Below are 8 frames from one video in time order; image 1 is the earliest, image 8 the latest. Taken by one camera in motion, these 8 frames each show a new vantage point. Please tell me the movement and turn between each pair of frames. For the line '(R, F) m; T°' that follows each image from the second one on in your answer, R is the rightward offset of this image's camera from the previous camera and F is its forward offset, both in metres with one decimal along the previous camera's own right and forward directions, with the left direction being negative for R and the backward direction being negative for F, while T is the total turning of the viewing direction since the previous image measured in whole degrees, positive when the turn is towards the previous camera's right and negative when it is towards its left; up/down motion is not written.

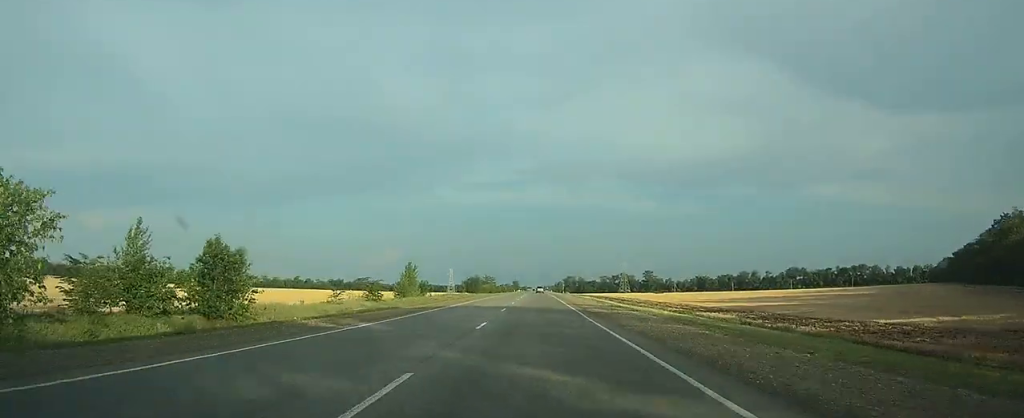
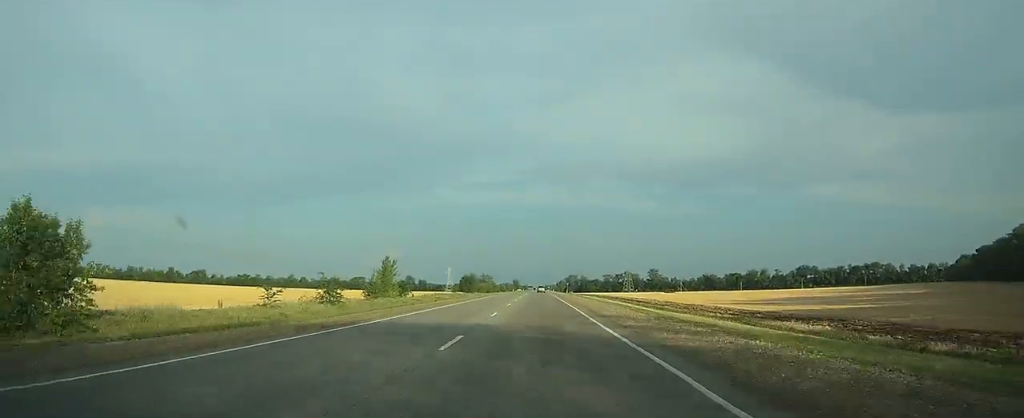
(0.0, +17.8) m; 0°
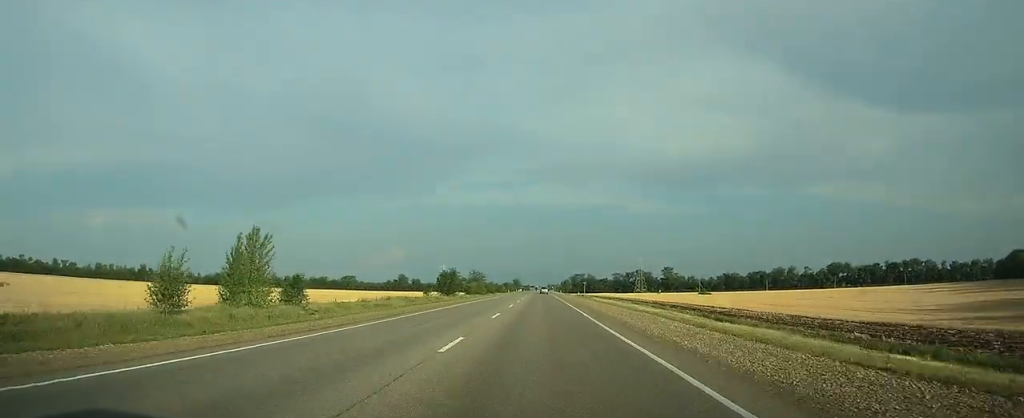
(0.0, +46.5) m; 0°
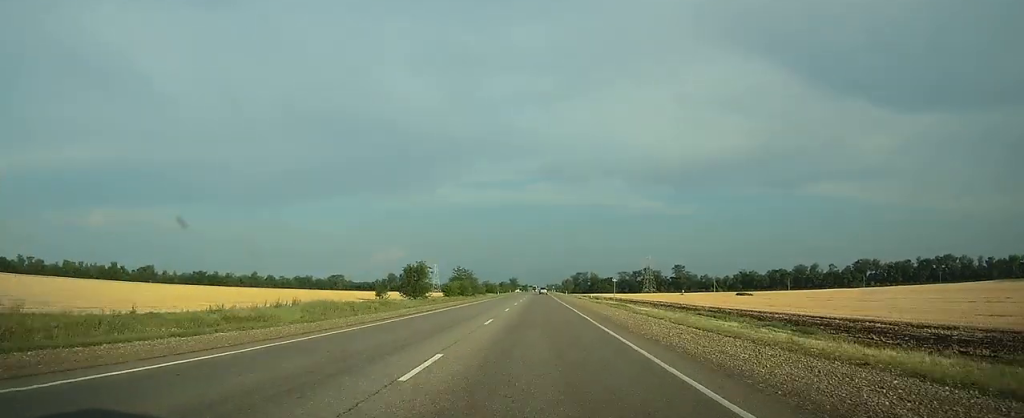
(0.0, +36.5) m; 0°
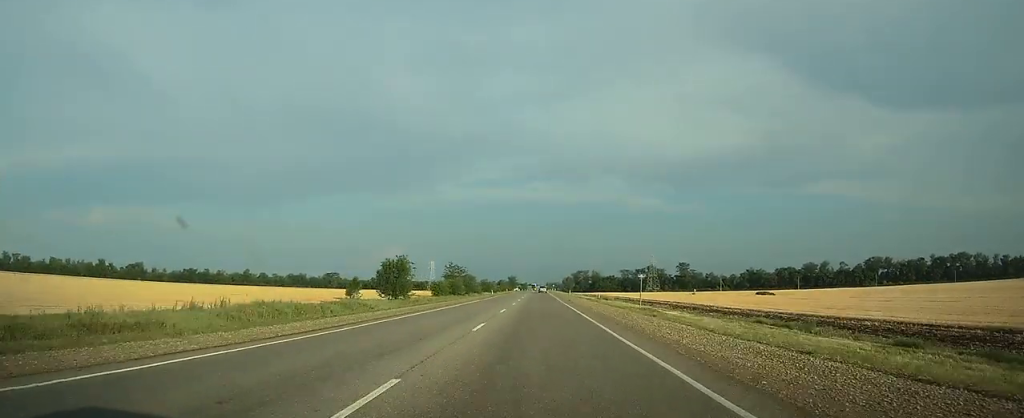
(0.0, +13.4) m; 0°
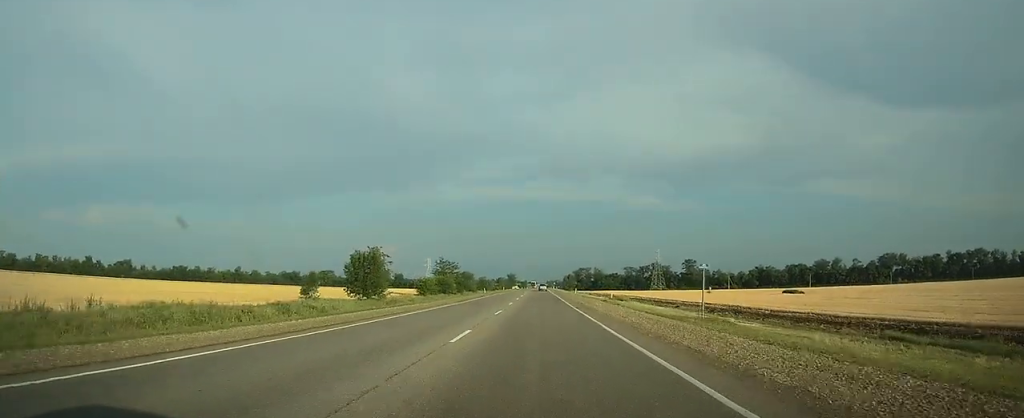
(0.0, +14.2) m; 0°
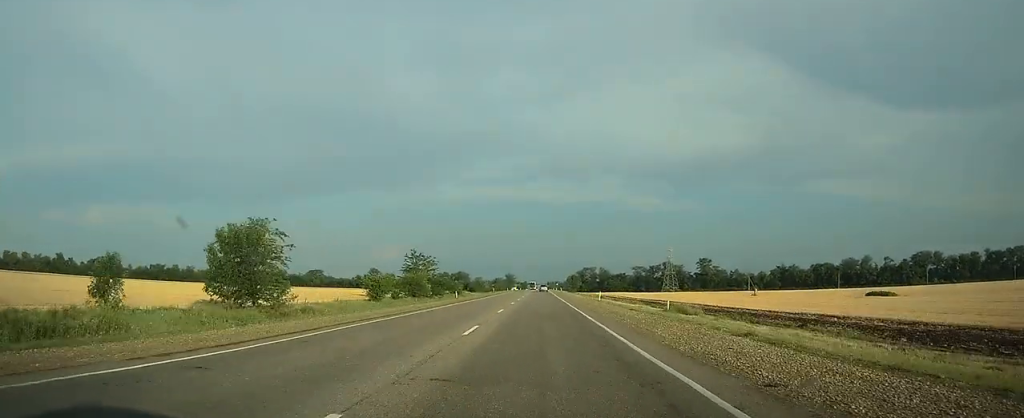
(-0.1, +28.6) m; 0°
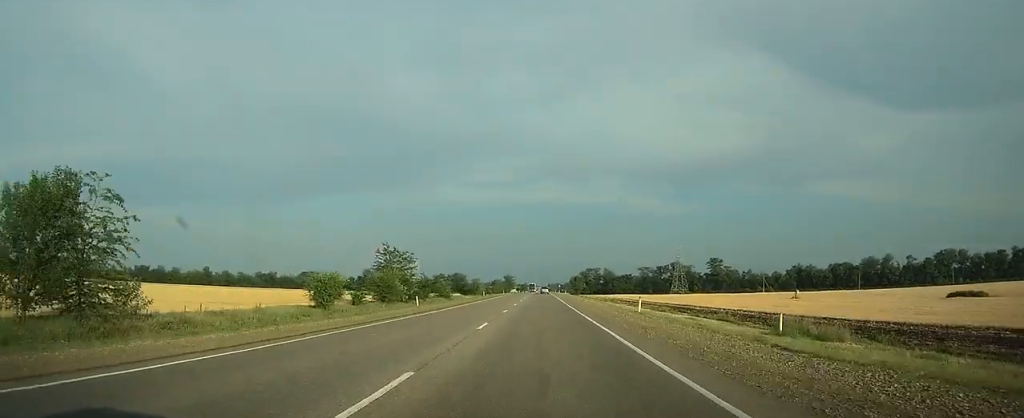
(0.0, +19.1) m; 0°
